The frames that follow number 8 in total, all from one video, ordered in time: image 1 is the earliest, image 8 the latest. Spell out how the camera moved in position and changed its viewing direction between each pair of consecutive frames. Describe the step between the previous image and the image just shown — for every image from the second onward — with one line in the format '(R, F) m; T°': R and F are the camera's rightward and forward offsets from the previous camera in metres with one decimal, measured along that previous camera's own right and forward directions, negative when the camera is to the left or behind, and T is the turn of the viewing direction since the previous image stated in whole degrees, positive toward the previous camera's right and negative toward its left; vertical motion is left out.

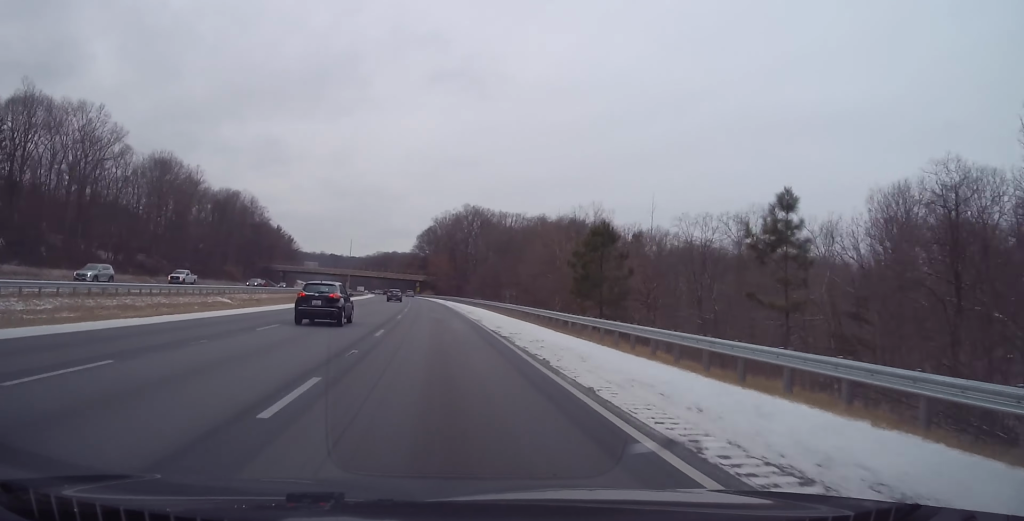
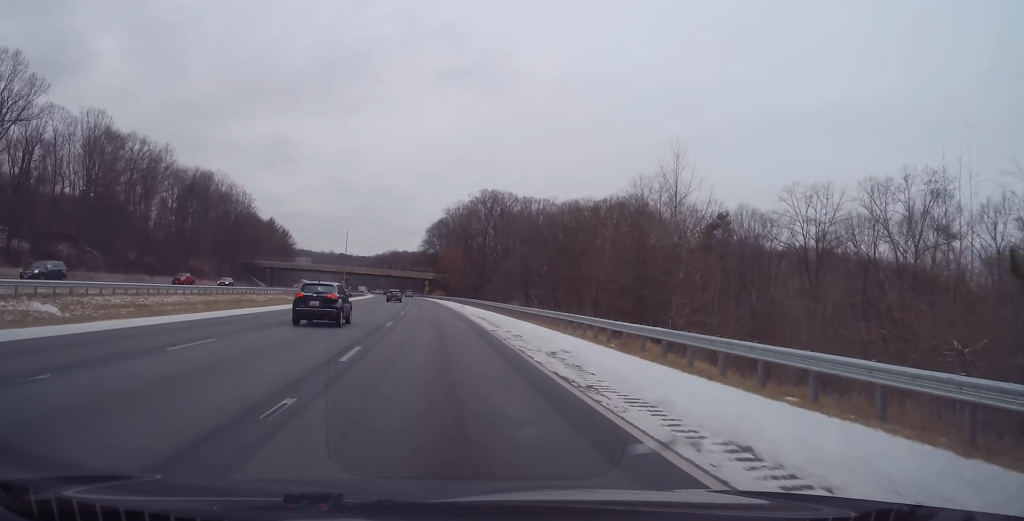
(-0.2, +31.3) m; -1°
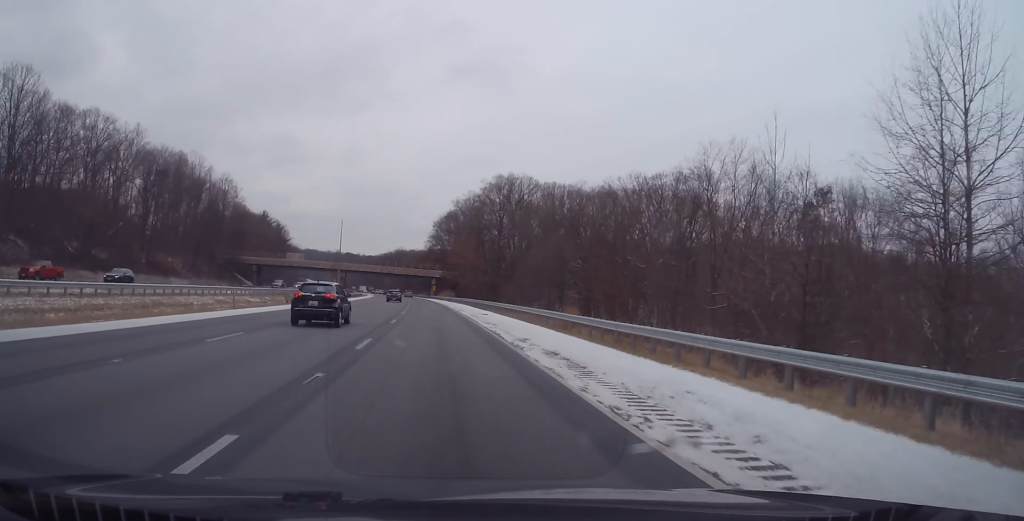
(-0.3, +21.6) m; -1°
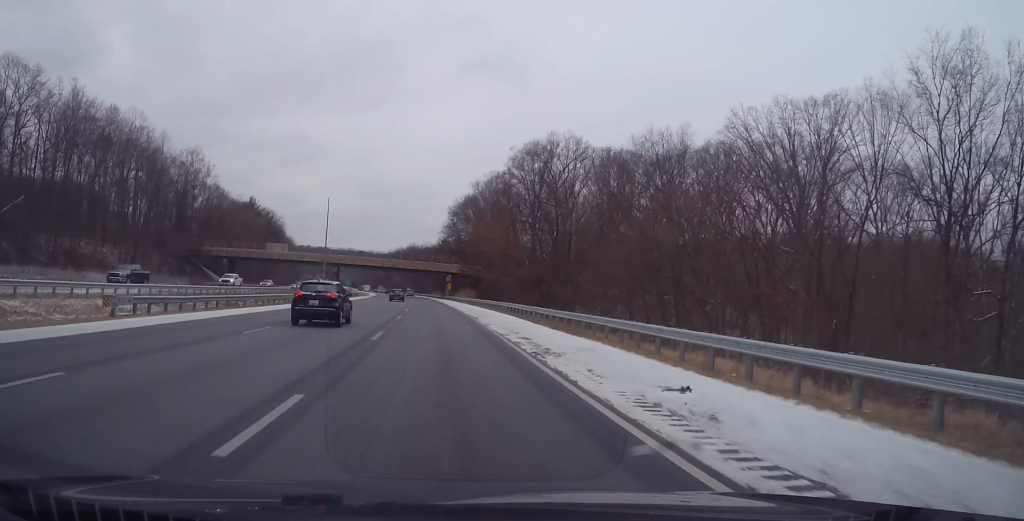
(-0.3, +34.2) m; -1°
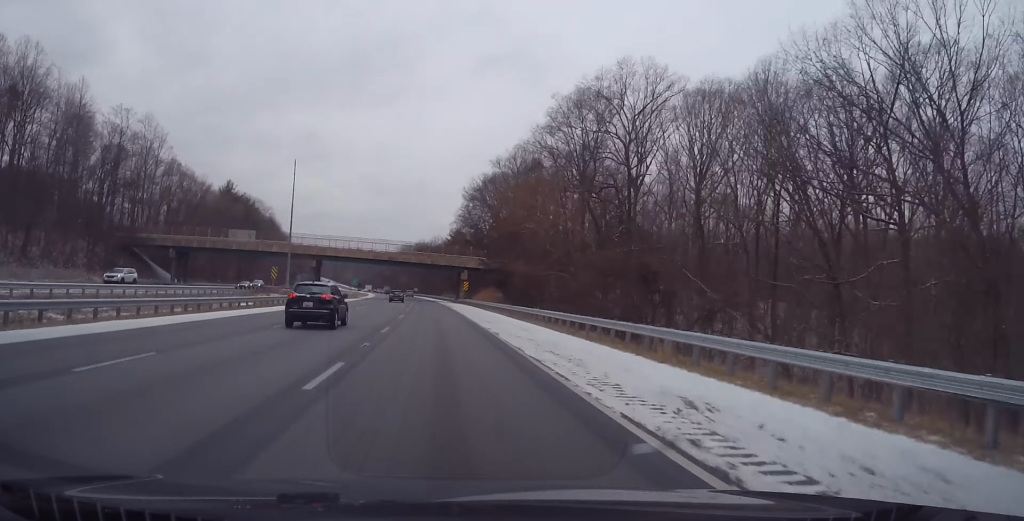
(-0.1, +33.0) m; -1°
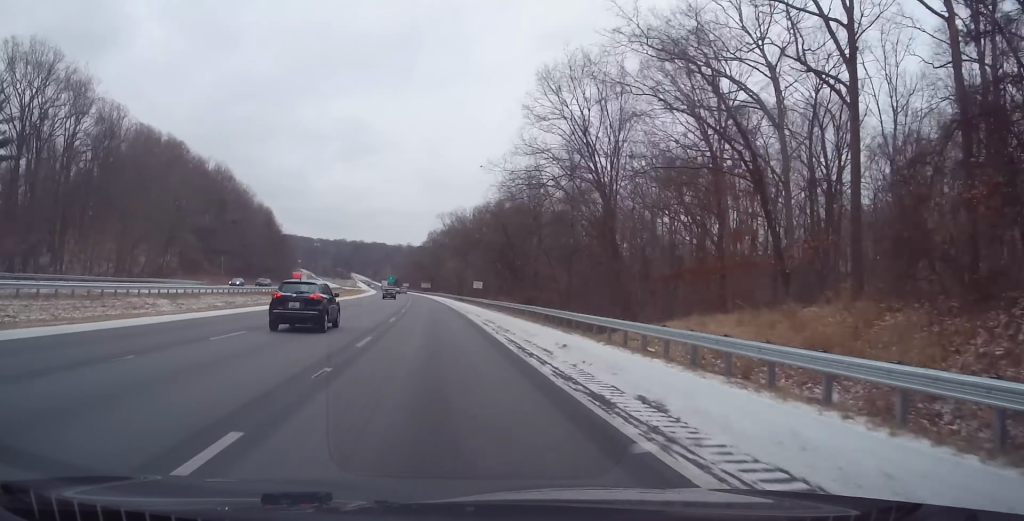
(-5.2, +153.2) m; -4°
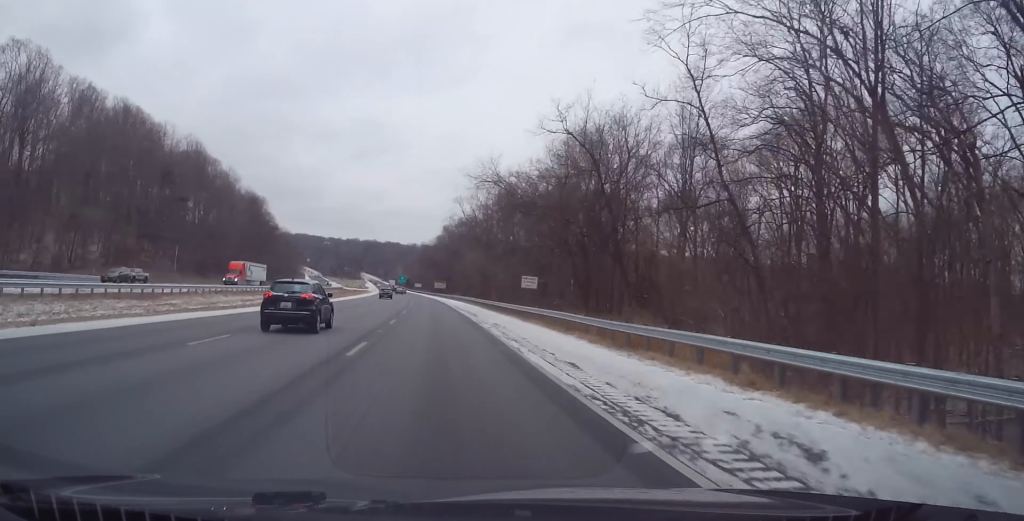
(-0.5, +39.2) m; -2°
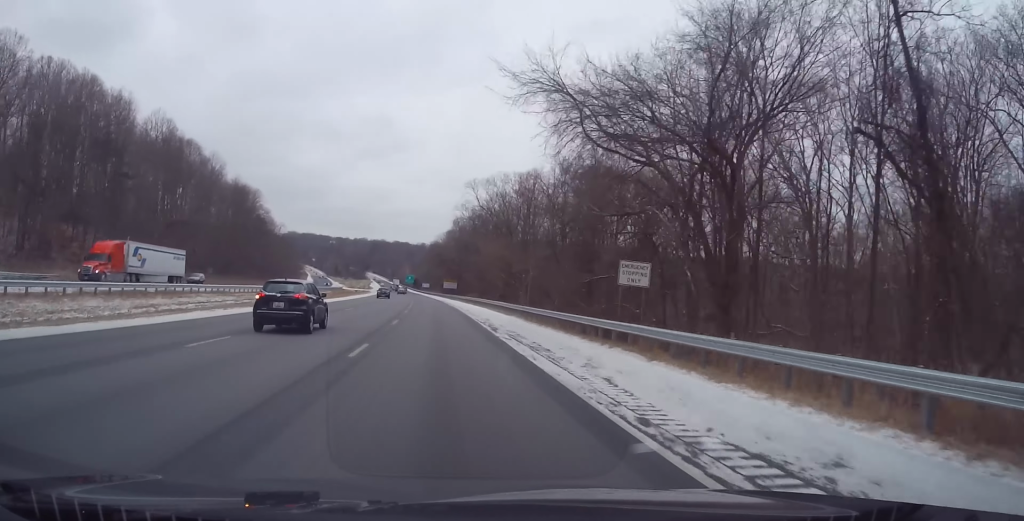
(-0.3, +24.8) m; -1°
